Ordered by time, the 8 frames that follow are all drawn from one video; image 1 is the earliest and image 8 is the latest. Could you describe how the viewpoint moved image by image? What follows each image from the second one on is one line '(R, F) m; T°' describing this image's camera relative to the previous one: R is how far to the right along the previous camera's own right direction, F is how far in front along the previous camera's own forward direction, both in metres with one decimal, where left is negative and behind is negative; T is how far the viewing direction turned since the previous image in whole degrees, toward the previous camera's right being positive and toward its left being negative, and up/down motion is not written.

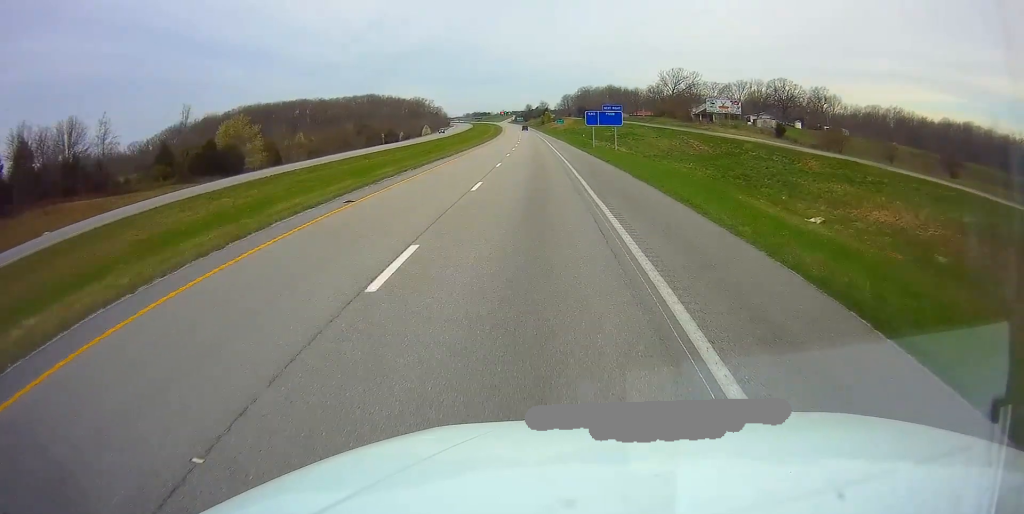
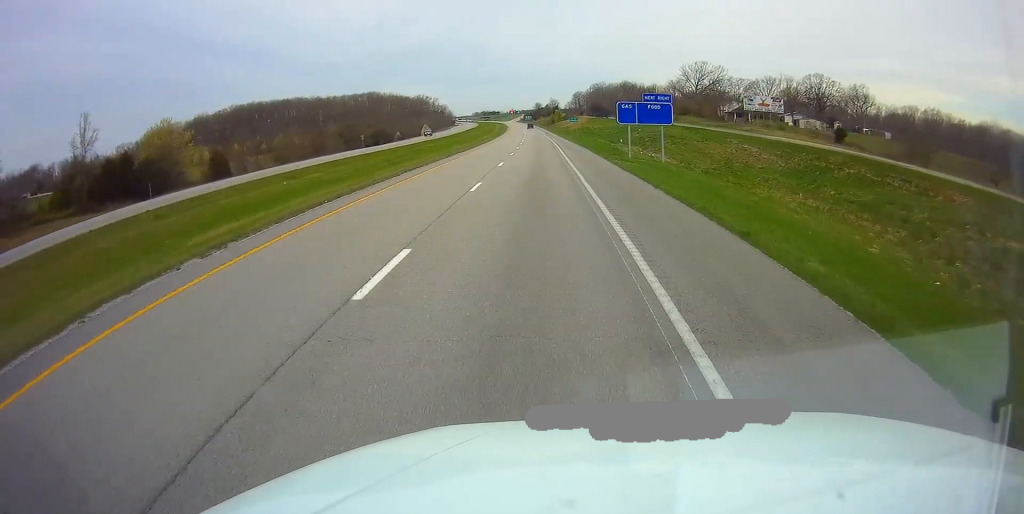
(-0.2, +24.7) m; -1°
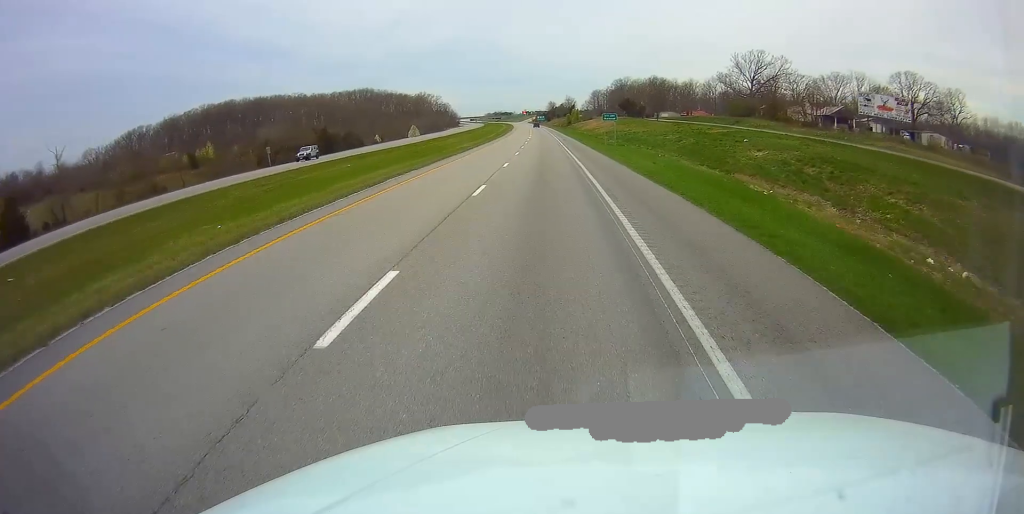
(-0.6, +50.4) m; -1°
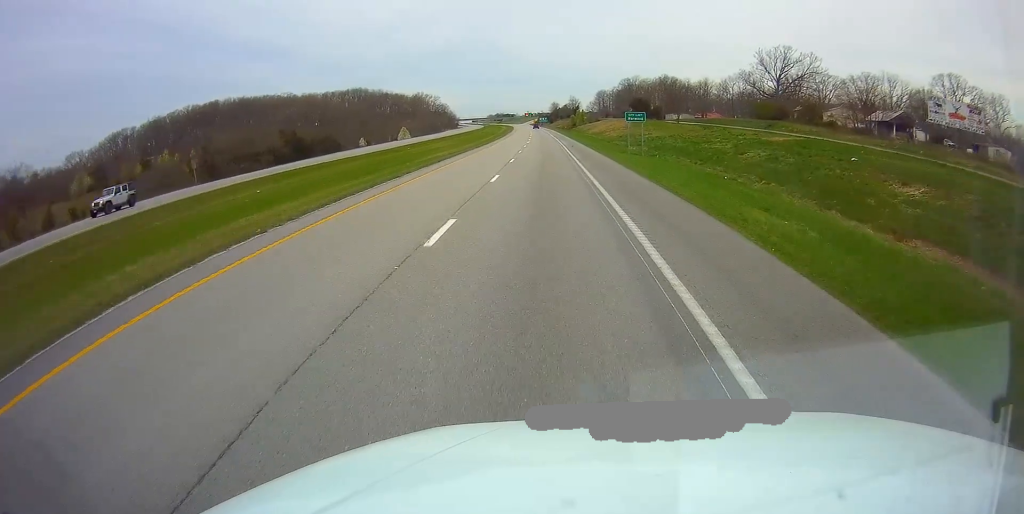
(-0.1, +19.6) m; 0°
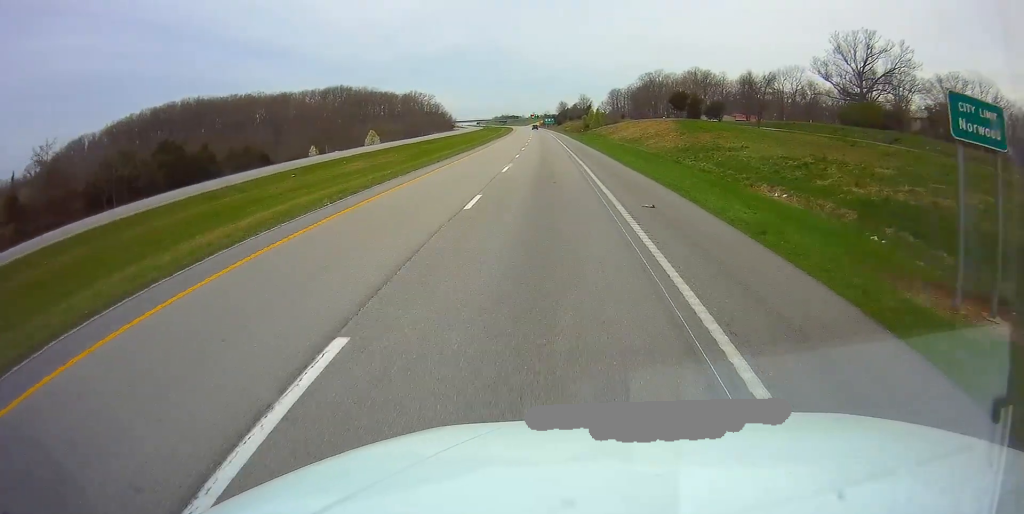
(-0.2, +44.4) m; -1°
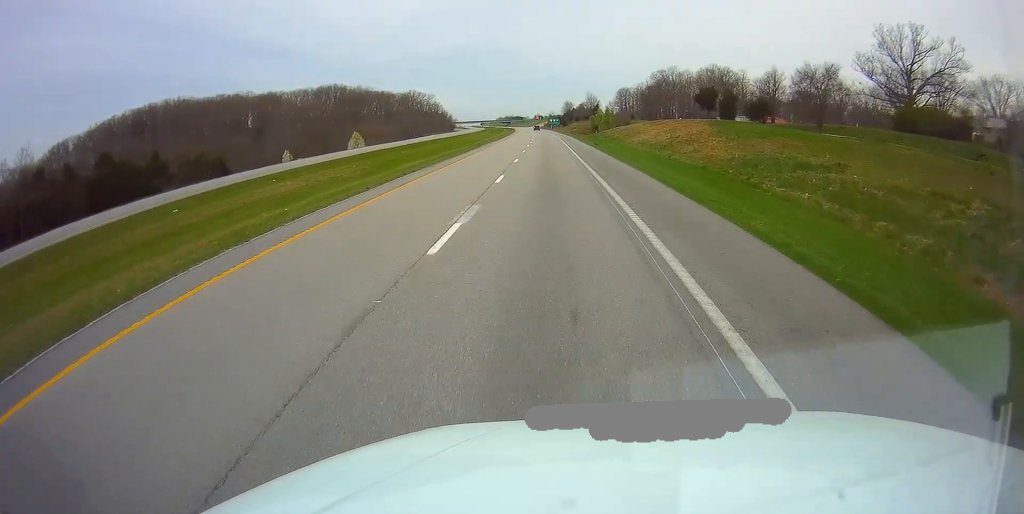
(-0.1, +17.5) m; 0°
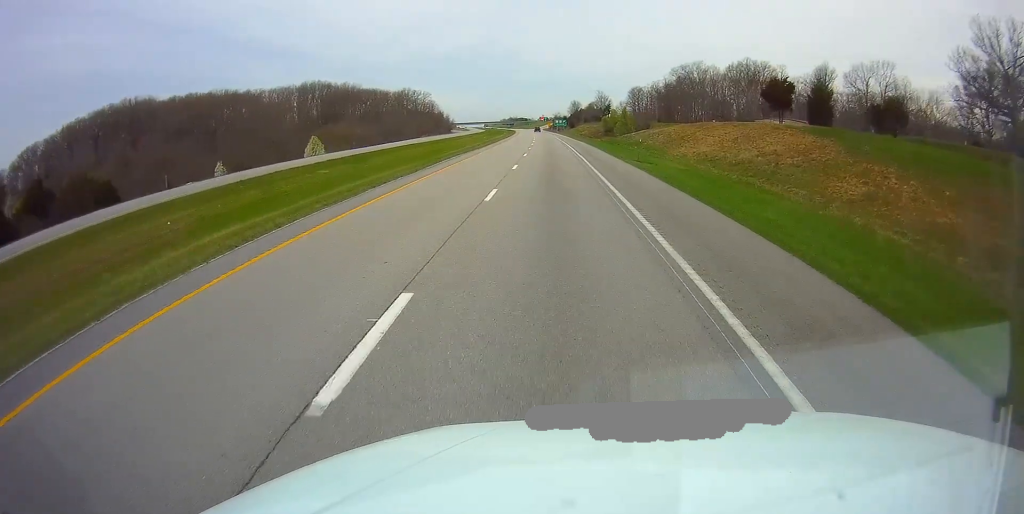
(-0.2, +29.8) m; -1°
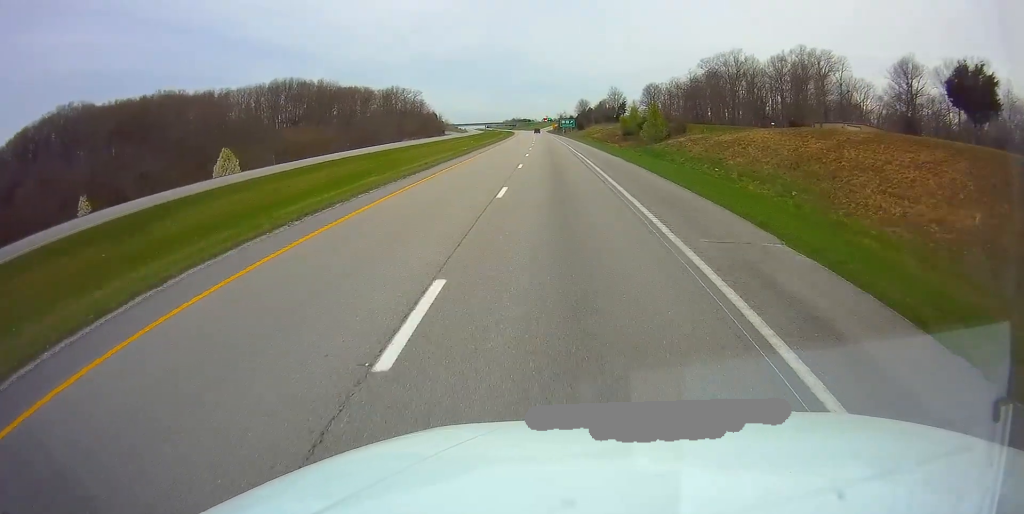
(0.0, +35.9) m; 0°
